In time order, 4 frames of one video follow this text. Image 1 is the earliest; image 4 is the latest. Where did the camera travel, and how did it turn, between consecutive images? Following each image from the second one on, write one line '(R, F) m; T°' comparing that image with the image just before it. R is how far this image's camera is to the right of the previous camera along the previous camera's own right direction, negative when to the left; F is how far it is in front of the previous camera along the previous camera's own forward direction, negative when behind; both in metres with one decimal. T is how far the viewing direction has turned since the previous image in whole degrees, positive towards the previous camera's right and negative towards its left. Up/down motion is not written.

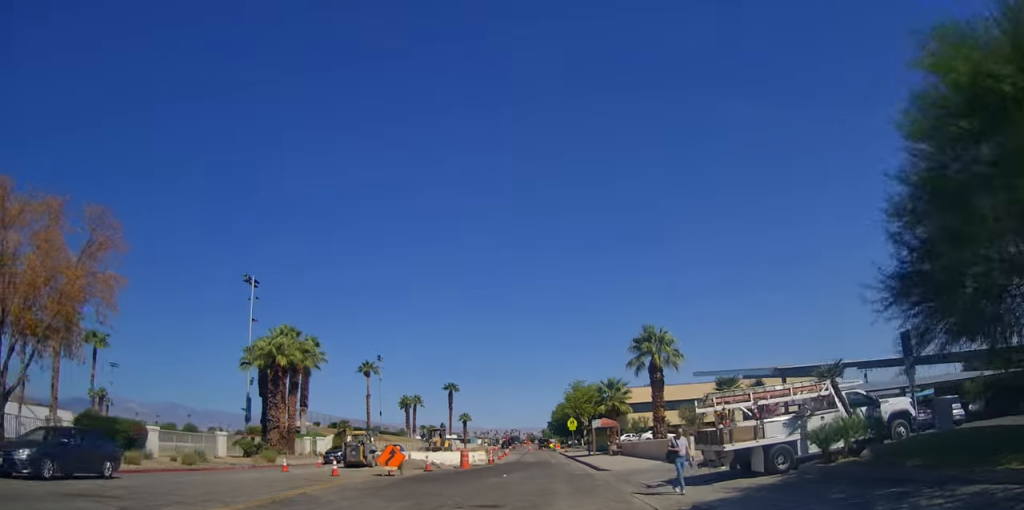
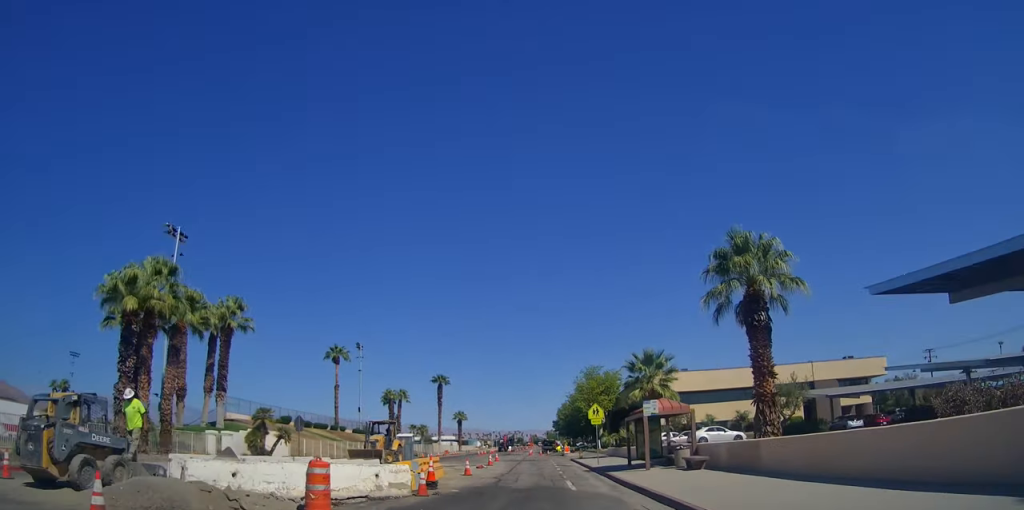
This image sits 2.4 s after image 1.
(-1.5, +20.6) m; -6°
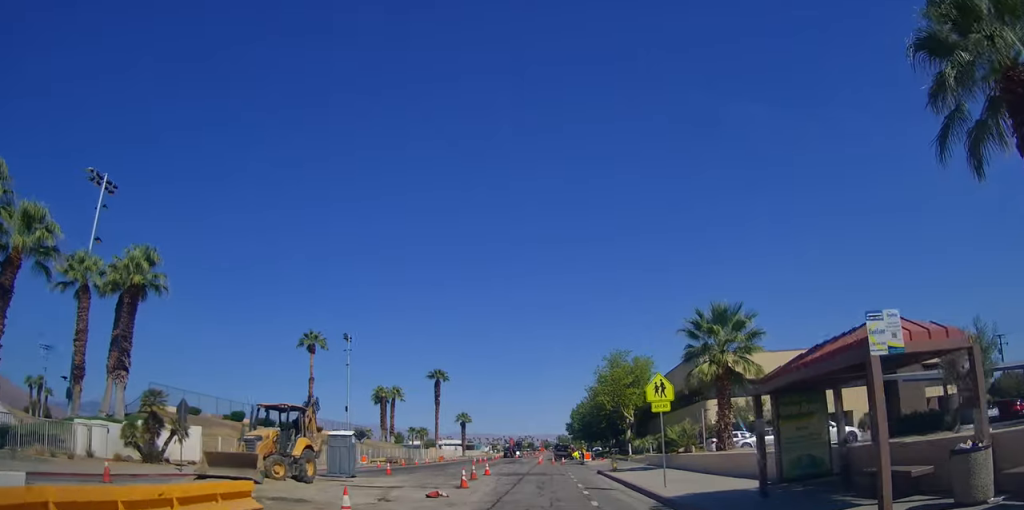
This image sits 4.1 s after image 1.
(0.0, +16.3) m; 0°
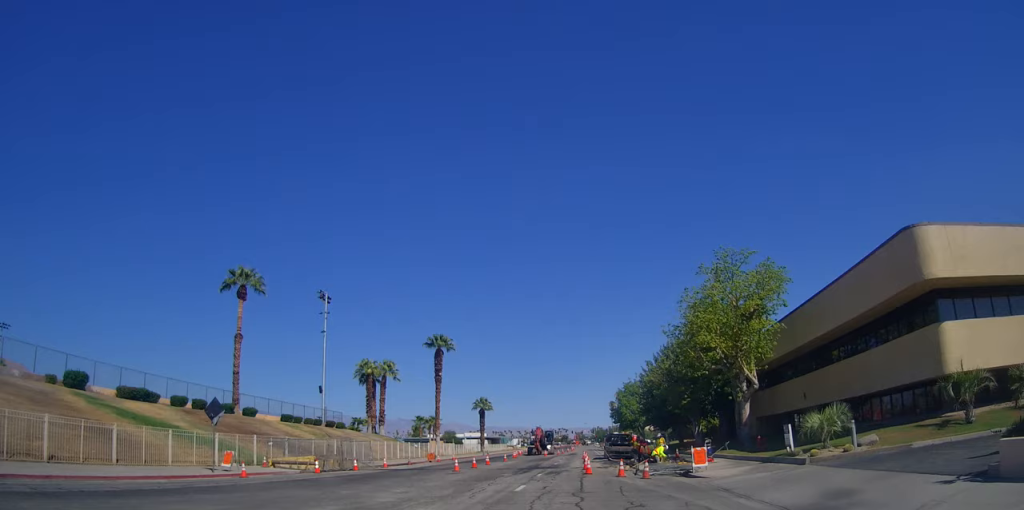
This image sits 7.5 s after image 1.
(0.0, +30.0) m; 0°
